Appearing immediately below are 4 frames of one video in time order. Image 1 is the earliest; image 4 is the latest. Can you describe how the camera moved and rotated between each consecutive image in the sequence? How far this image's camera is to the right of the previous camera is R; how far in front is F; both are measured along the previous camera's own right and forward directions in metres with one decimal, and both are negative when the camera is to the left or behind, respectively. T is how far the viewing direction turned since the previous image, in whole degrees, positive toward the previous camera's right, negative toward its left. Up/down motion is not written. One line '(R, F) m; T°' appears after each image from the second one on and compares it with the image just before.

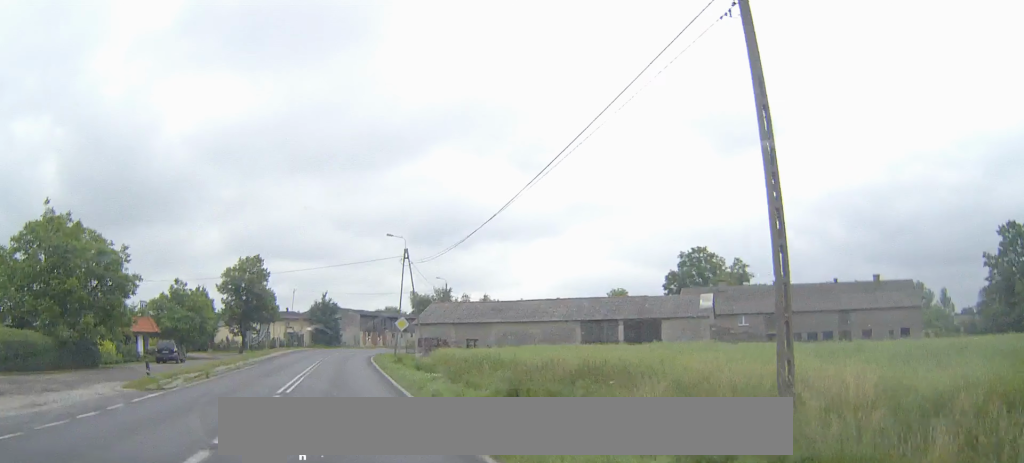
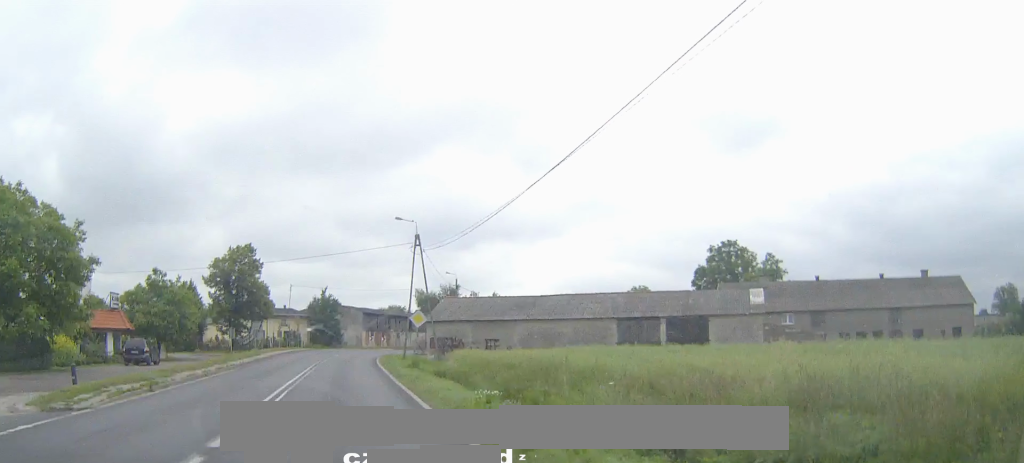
(-0.1, +8.5) m; 0°
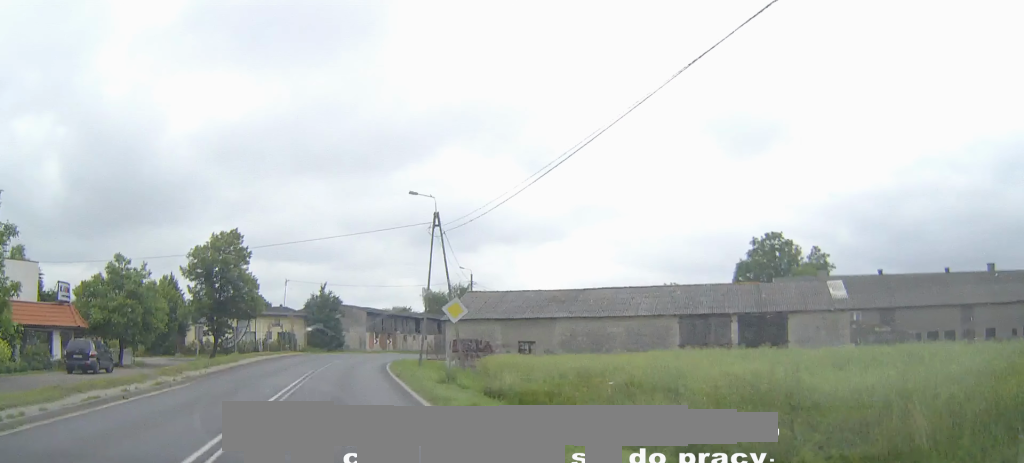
(0.0, +10.5) m; 0°
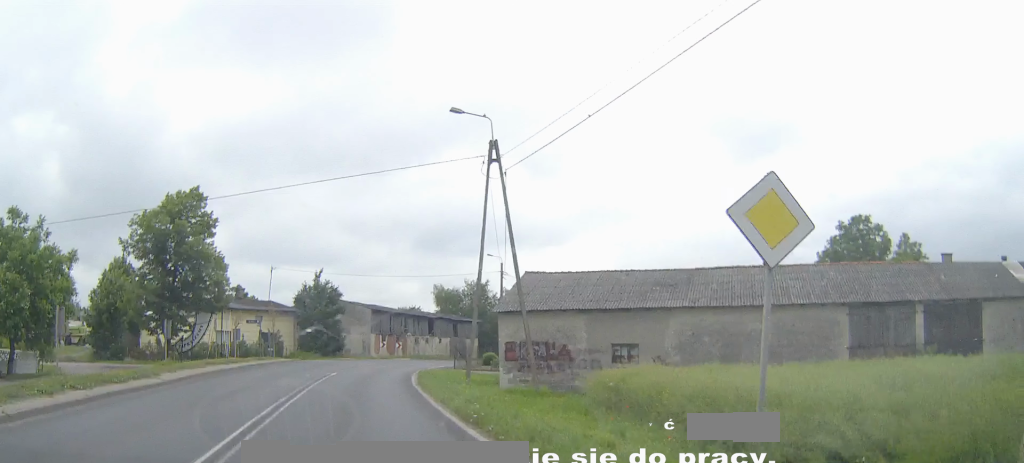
(0.0, +17.2) m; 0°
